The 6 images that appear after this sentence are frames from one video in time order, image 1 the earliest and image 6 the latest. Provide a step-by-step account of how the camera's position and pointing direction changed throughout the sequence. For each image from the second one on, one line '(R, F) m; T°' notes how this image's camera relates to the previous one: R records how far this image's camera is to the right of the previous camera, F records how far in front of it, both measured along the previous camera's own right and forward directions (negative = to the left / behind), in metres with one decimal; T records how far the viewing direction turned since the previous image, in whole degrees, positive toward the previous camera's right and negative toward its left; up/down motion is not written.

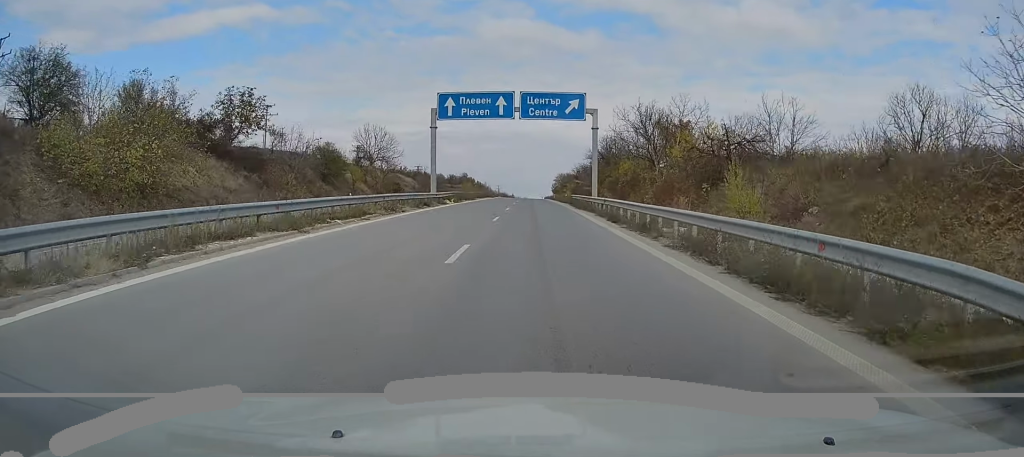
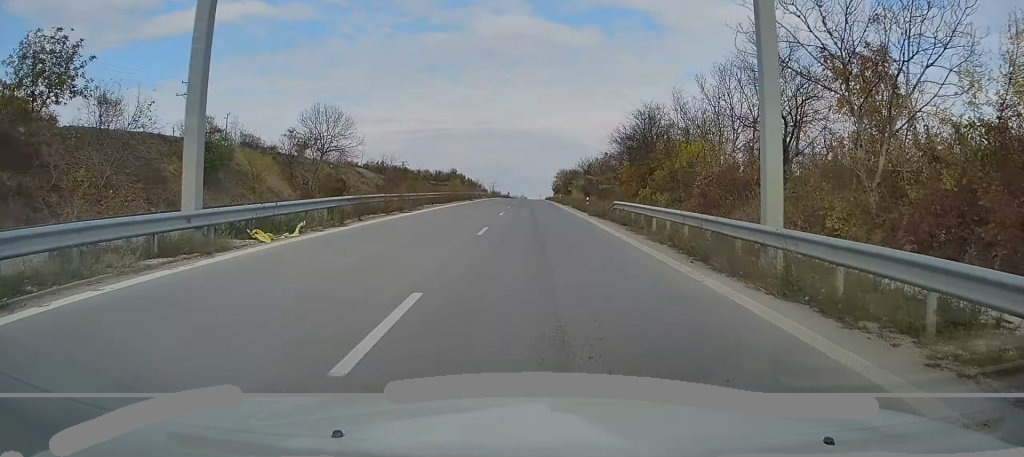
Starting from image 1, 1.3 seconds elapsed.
(-0.3, +29.5) m; 0°
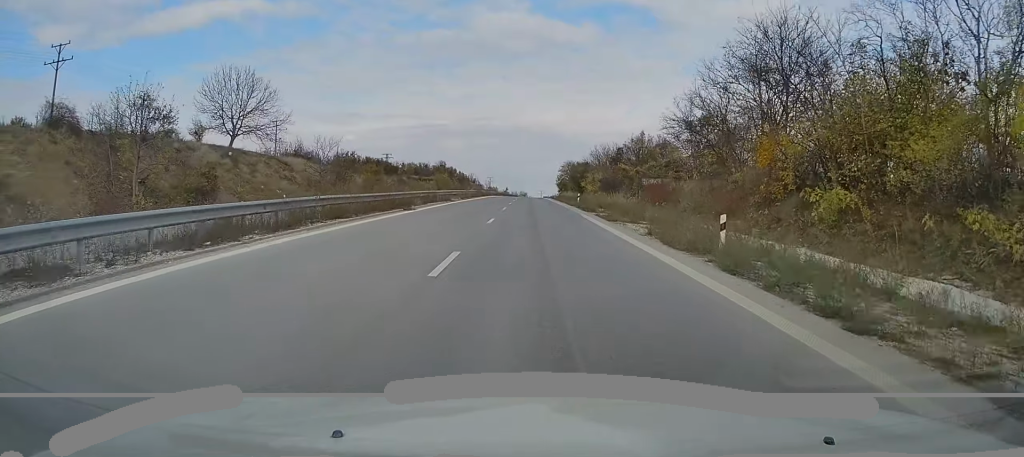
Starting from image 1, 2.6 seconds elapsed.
(+0.3, +31.3) m; +1°
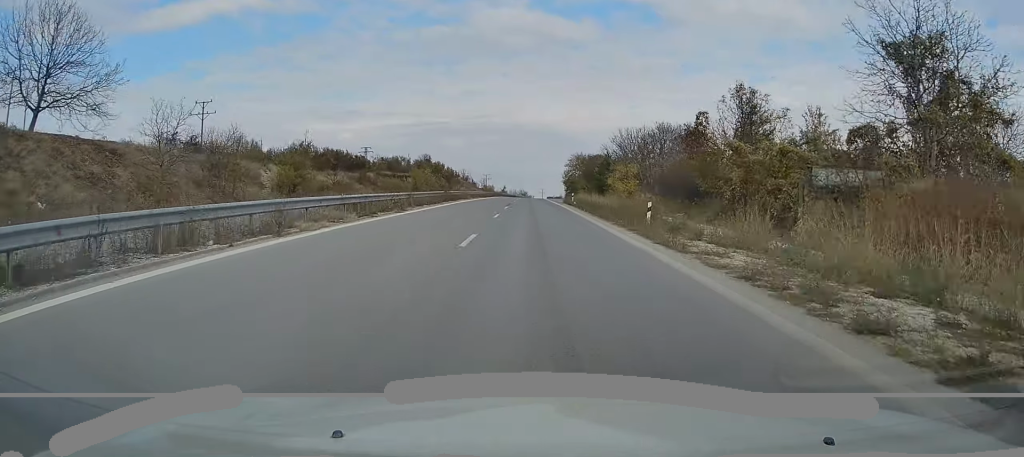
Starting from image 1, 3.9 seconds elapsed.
(0.0, +31.5) m; -1°
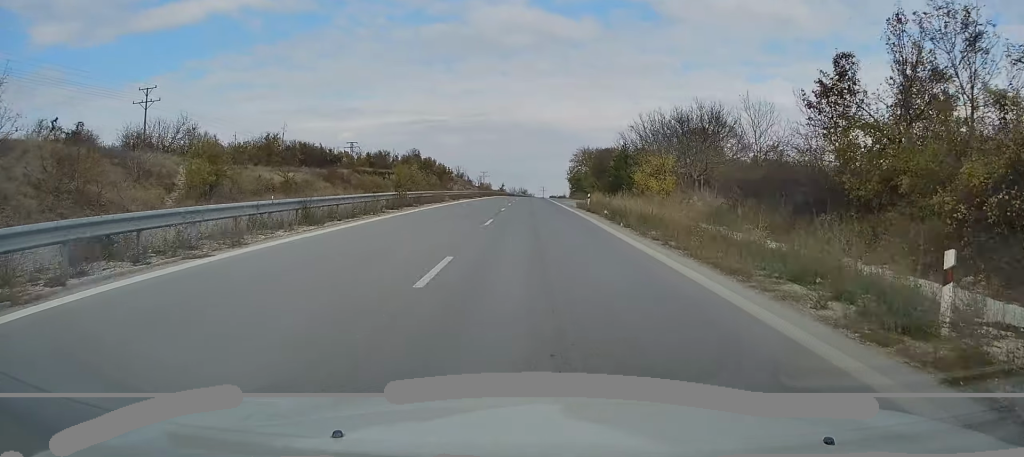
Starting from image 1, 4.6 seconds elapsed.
(-0.1, +16.8) m; 0°
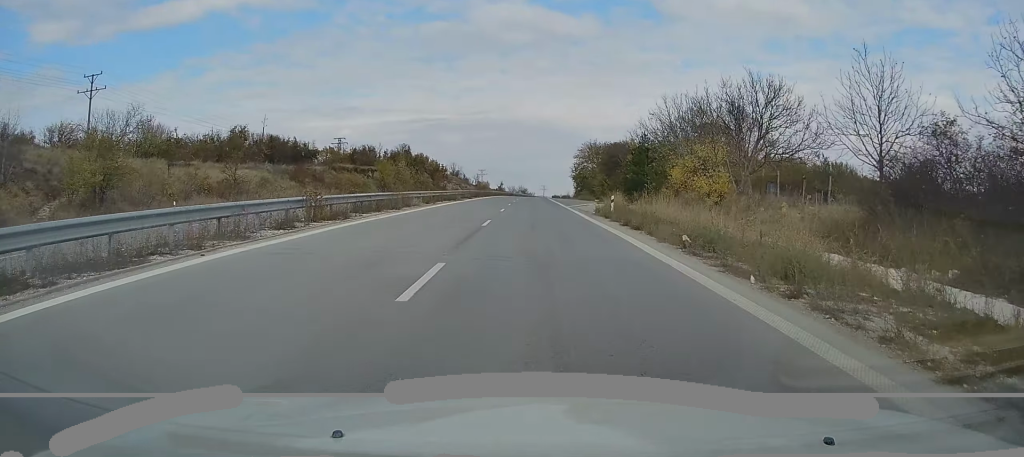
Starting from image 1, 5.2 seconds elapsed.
(0.0, +12.8) m; 0°
